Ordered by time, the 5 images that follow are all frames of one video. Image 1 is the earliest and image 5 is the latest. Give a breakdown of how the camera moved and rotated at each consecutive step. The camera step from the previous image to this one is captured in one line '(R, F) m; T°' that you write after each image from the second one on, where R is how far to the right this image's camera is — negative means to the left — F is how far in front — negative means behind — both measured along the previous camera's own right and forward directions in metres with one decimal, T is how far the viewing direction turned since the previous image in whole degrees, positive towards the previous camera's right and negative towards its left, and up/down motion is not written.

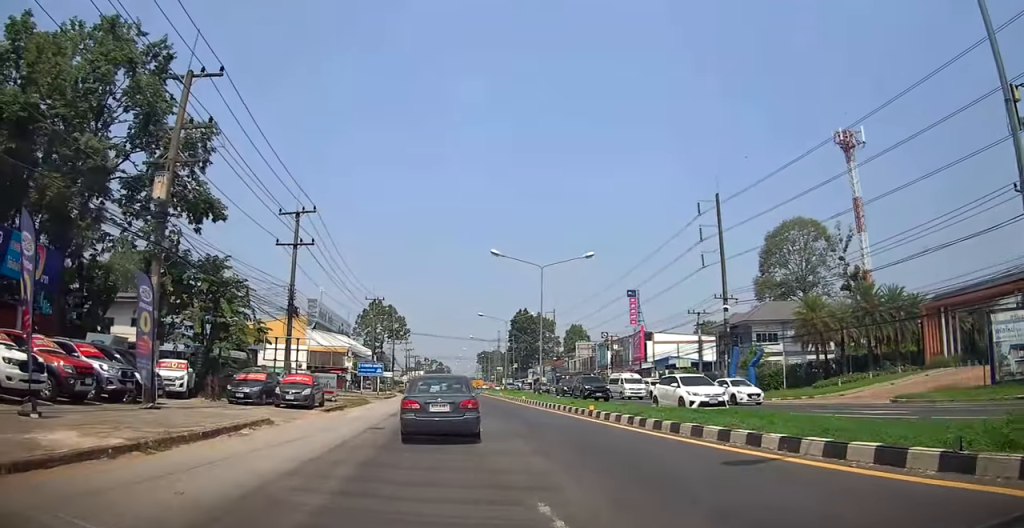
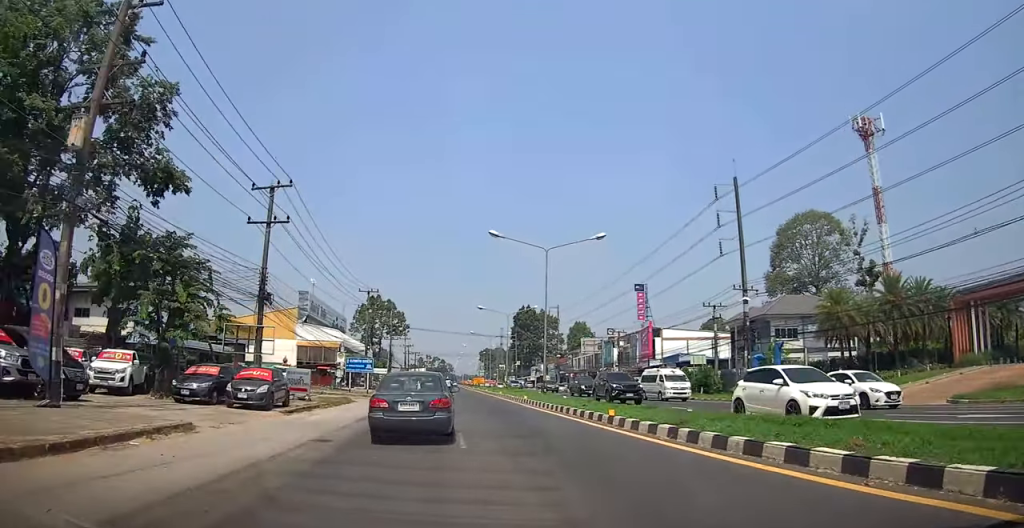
(+0.1, +3.4) m; 0°
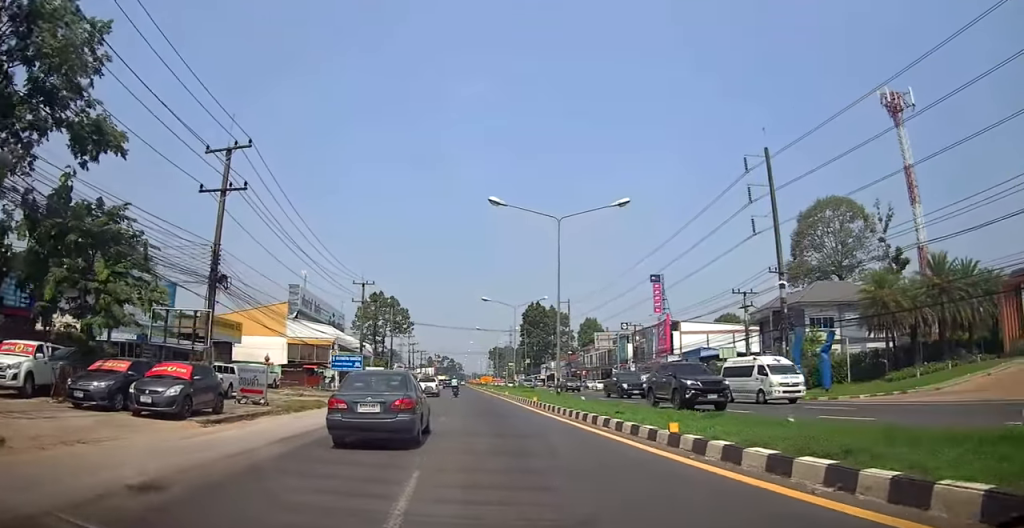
(0.0, +4.8) m; 0°
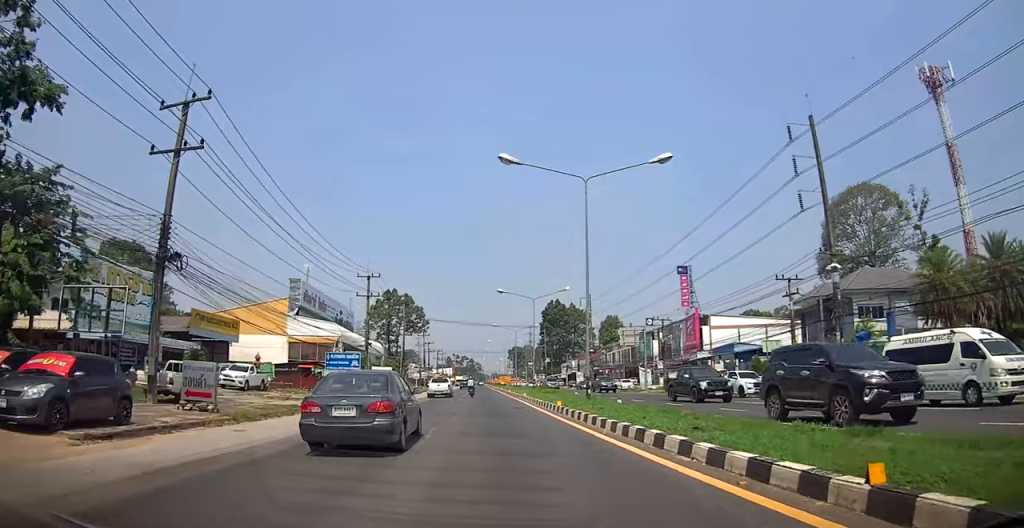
(0.0, +4.5) m; 0°
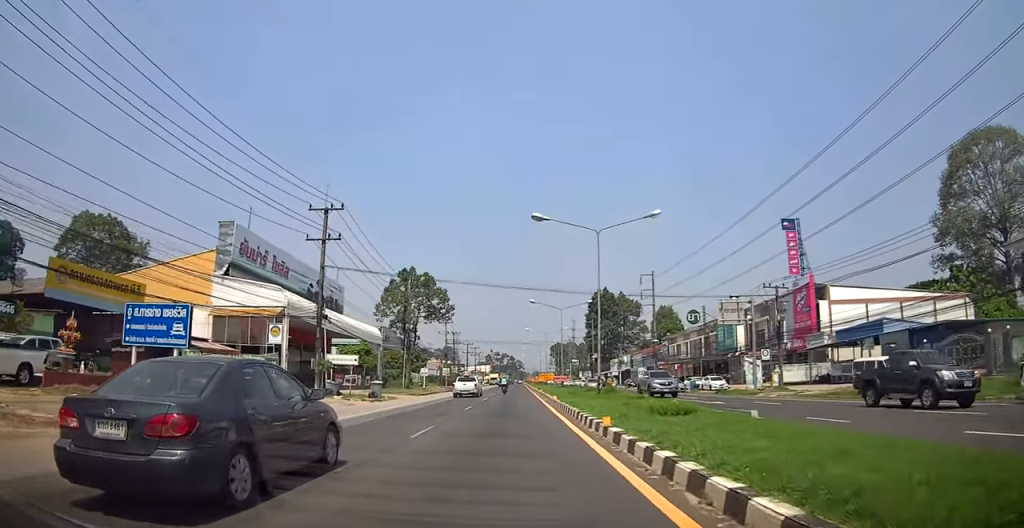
(-1.2, +21.0) m; -5°
